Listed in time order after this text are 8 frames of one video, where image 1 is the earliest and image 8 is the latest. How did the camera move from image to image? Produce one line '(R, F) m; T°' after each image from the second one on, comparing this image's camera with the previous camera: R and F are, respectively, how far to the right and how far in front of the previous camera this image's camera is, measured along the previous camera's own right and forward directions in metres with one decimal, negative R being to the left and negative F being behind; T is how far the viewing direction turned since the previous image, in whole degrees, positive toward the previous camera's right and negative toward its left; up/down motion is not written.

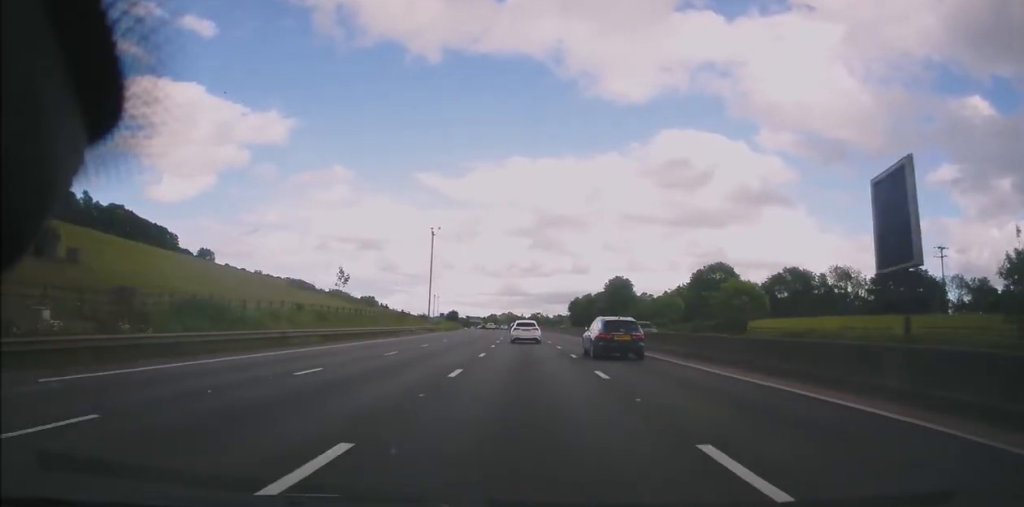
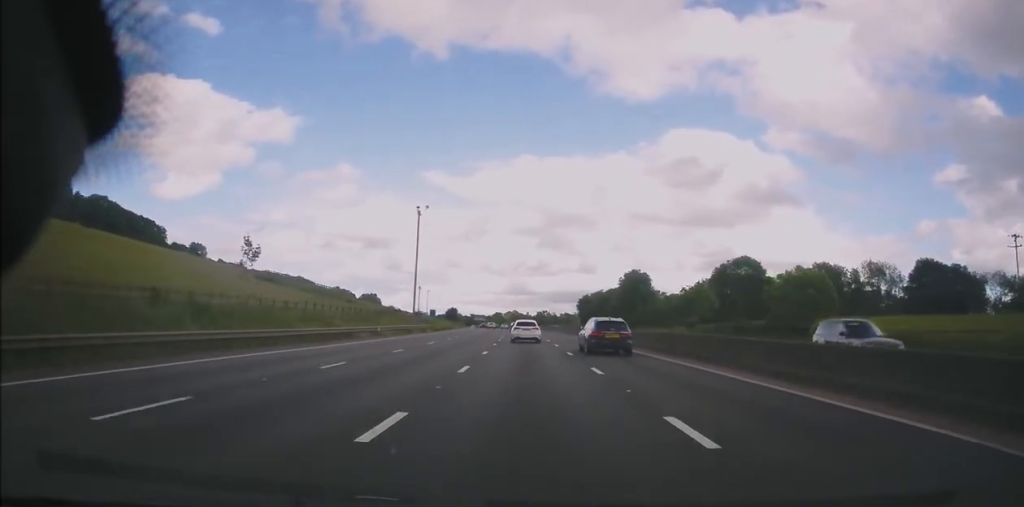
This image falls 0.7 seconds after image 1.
(+0.1, +17.9) m; -1°
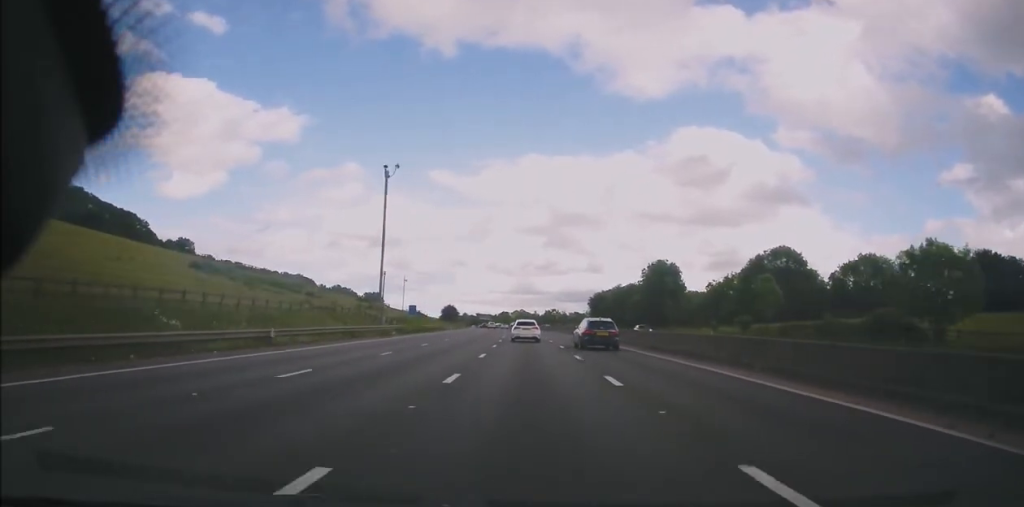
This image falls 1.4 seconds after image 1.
(-0.3, +20.6) m; -1°
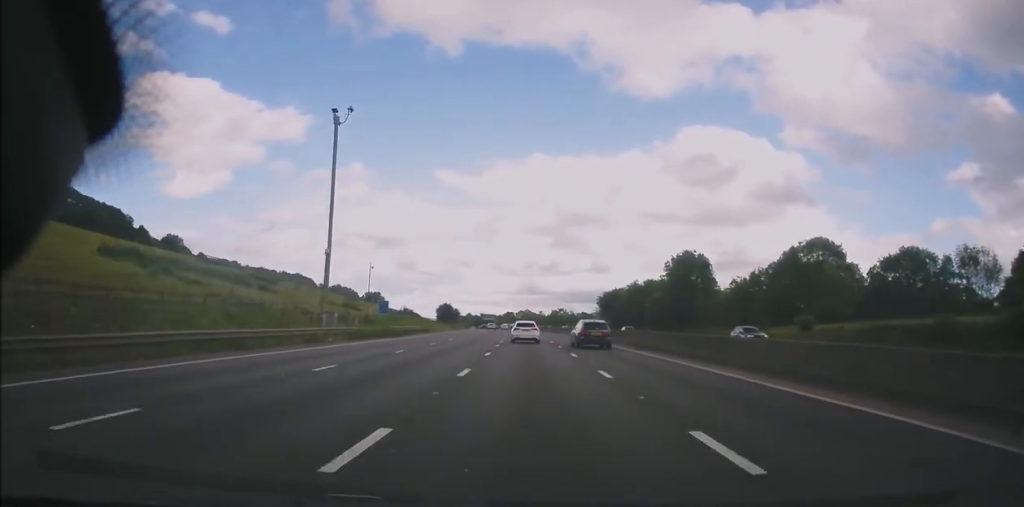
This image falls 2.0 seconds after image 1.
(-0.1, +16.1) m; -1°
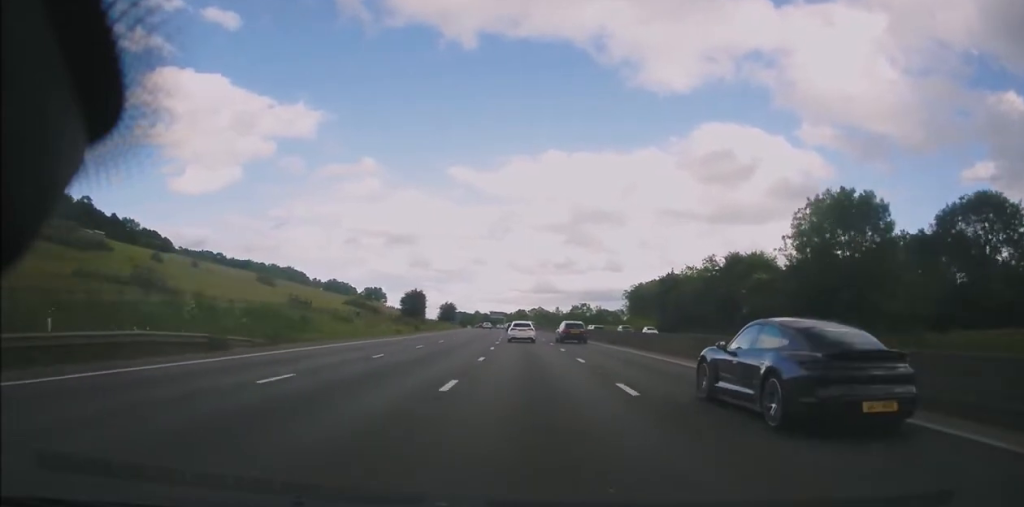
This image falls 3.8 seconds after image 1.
(-0.9, +48.0) m; -2°
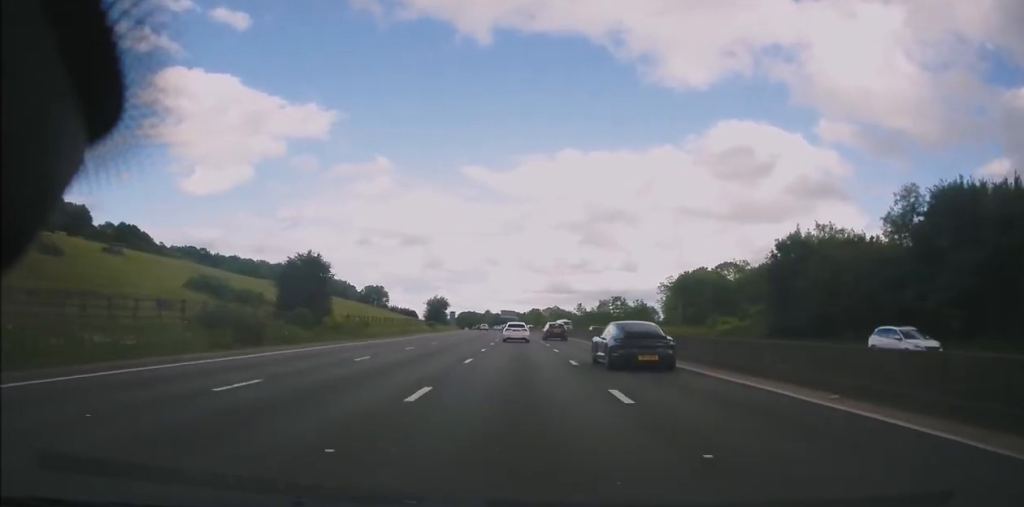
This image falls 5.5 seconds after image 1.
(+0.8, +45.9) m; 0°
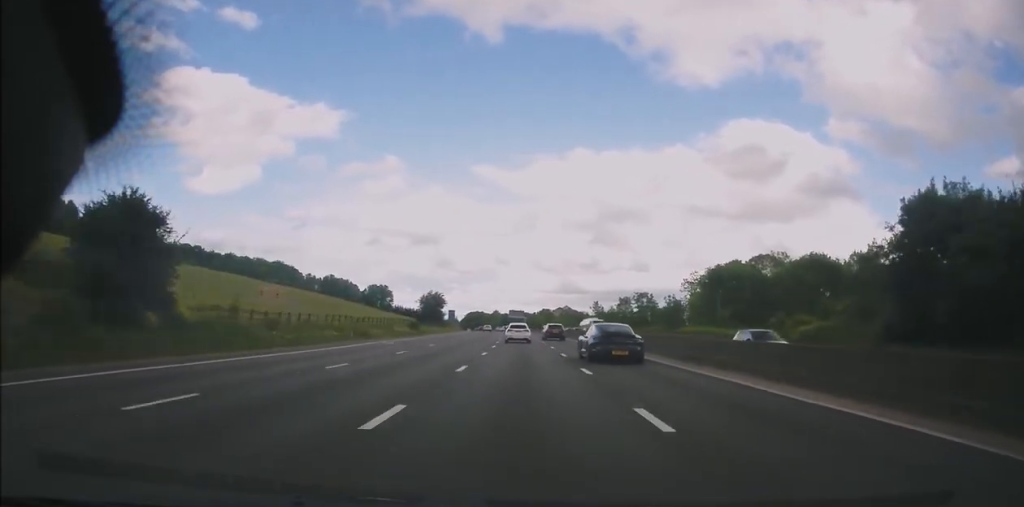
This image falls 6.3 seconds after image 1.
(-0.4, +20.8) m; -1°
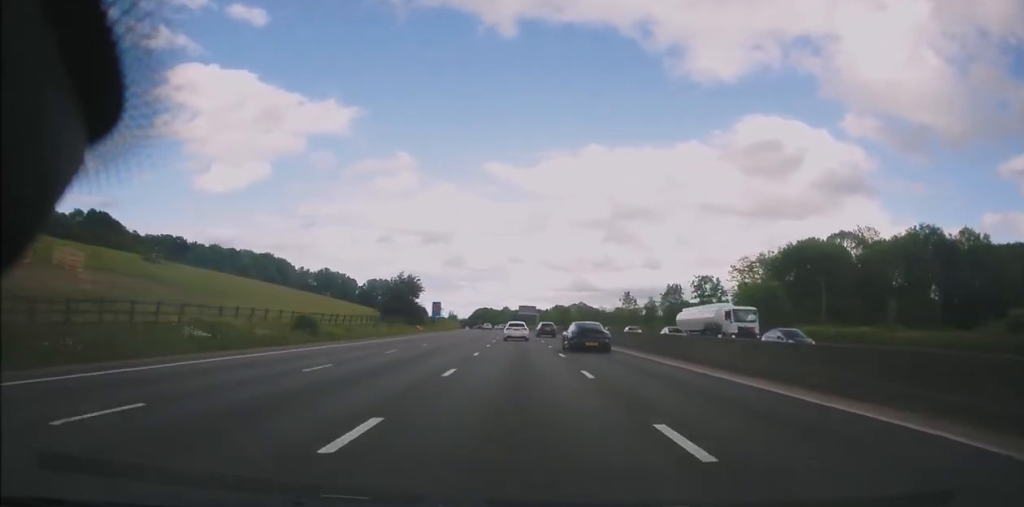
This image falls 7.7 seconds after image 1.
(-0.7, +37.5) m; -1°
